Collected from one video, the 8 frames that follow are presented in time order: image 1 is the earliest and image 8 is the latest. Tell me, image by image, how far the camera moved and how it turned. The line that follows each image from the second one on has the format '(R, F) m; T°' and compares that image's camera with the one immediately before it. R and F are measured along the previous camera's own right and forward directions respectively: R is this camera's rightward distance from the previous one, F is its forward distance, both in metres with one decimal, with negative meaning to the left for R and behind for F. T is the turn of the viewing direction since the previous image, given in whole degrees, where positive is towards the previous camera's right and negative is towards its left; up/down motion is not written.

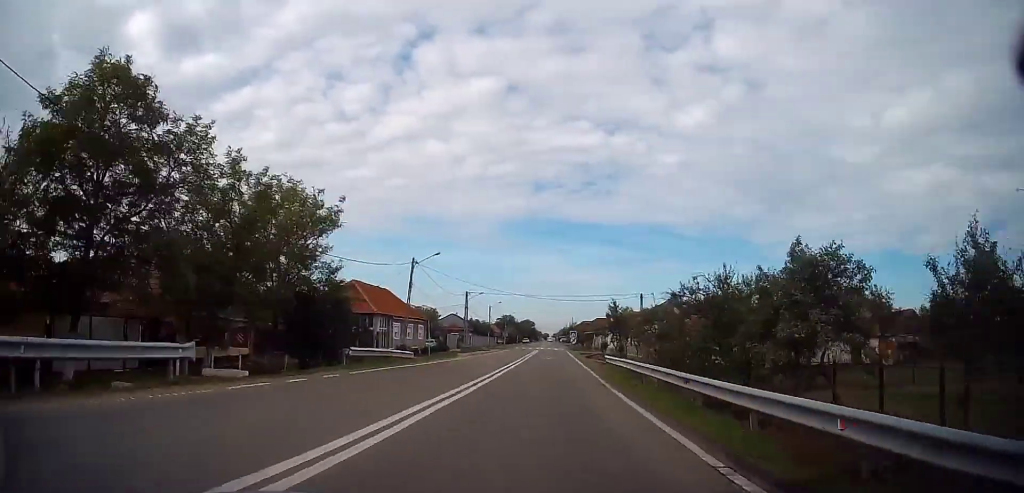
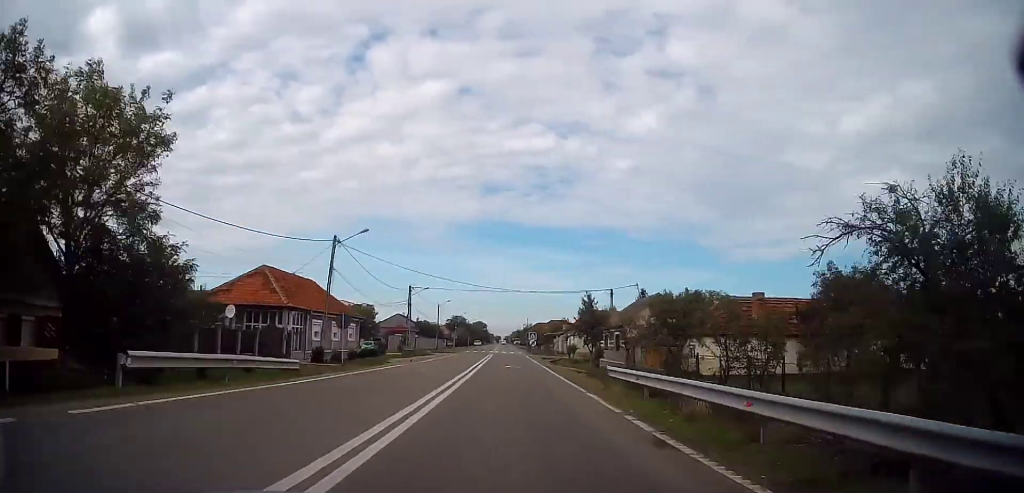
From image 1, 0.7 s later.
(+0.8, +10.2) m; +6°
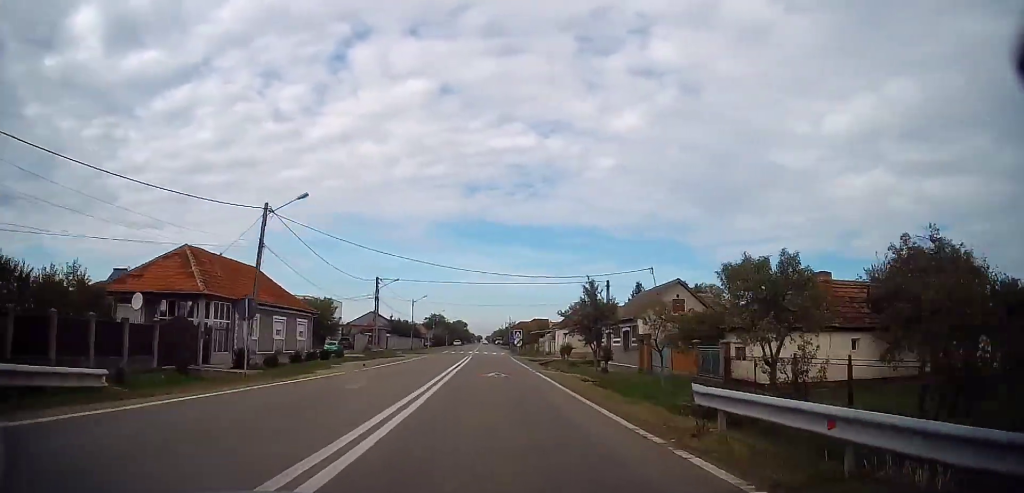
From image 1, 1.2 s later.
(+0.3, +8.4) m; +1°
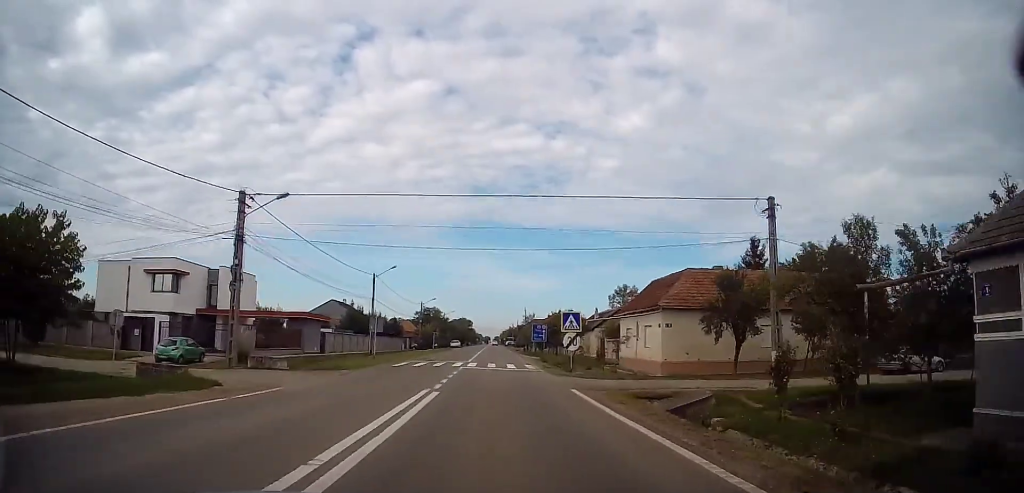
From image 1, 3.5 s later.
(+0.1, +33.2) m; -1°
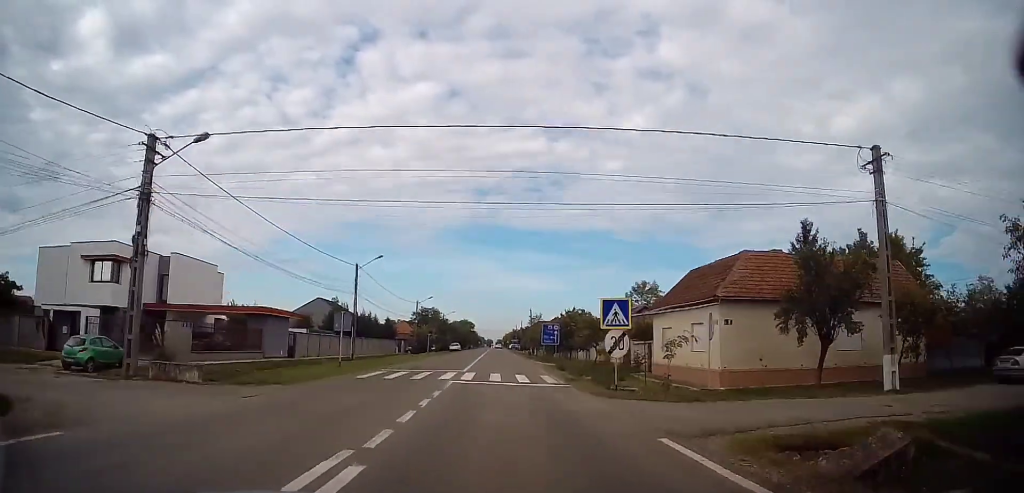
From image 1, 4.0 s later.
(0.0, +7.6) m; 0°
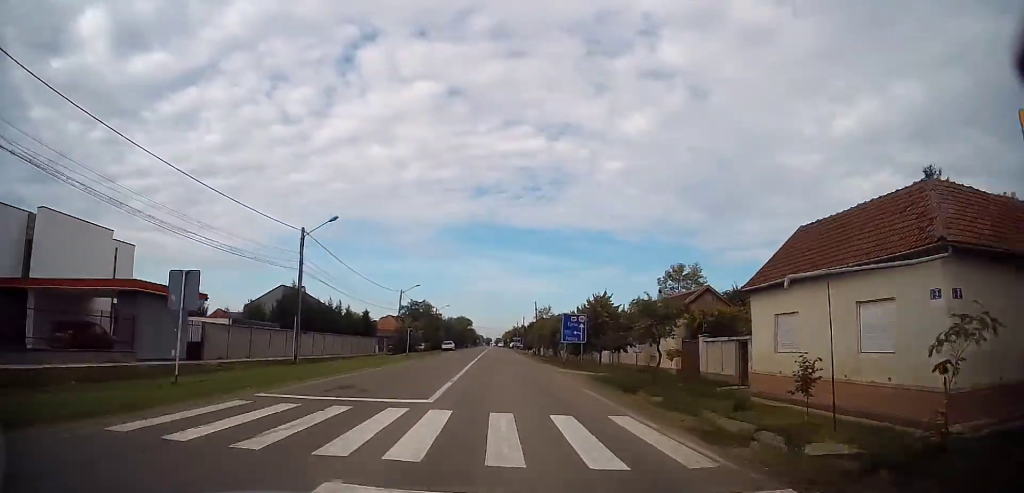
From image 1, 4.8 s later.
(-0.1, +12.9) m; 0°
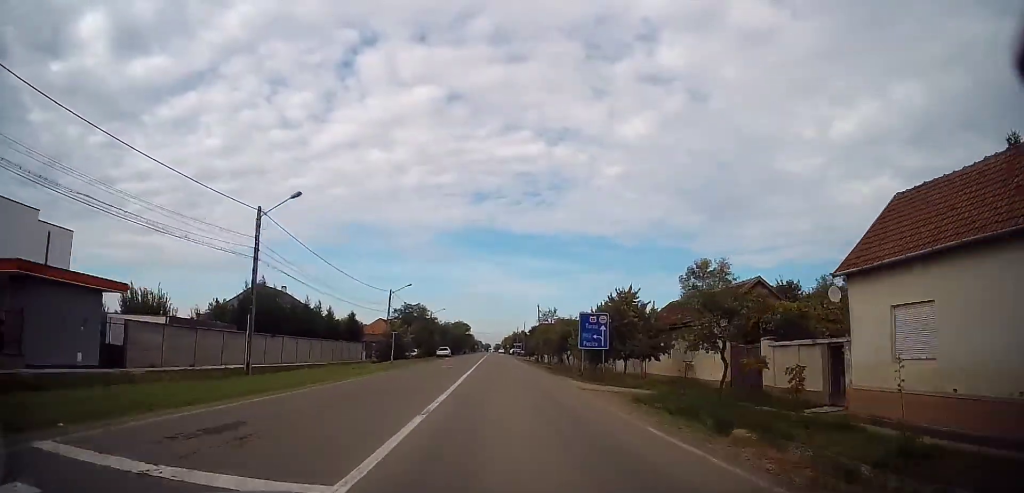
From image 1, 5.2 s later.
(0.0, +6.3) m; 0°
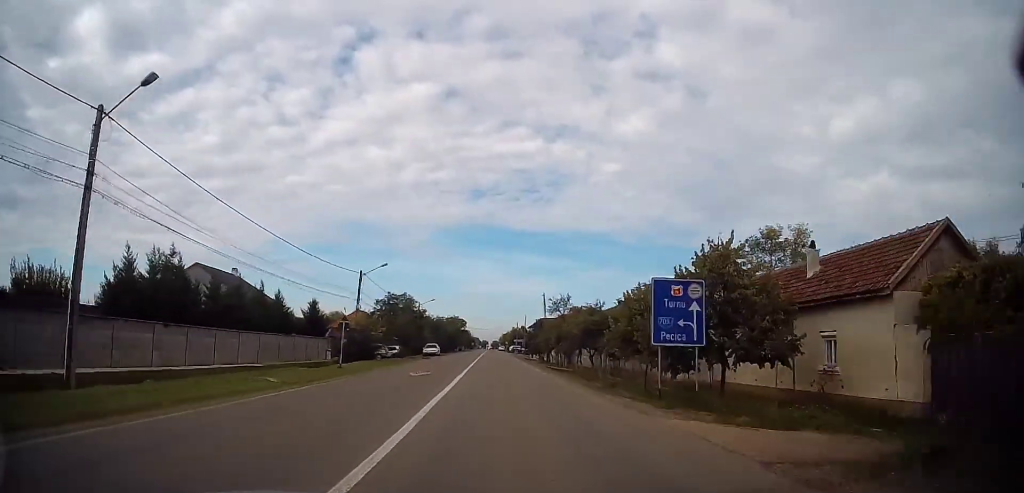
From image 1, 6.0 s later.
(+0.1, +12.1) m; +1°
